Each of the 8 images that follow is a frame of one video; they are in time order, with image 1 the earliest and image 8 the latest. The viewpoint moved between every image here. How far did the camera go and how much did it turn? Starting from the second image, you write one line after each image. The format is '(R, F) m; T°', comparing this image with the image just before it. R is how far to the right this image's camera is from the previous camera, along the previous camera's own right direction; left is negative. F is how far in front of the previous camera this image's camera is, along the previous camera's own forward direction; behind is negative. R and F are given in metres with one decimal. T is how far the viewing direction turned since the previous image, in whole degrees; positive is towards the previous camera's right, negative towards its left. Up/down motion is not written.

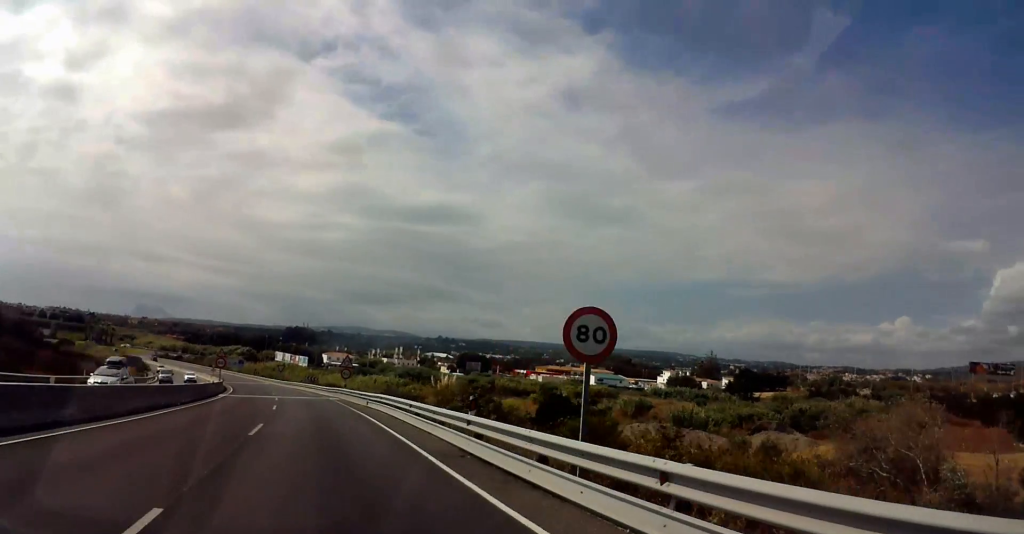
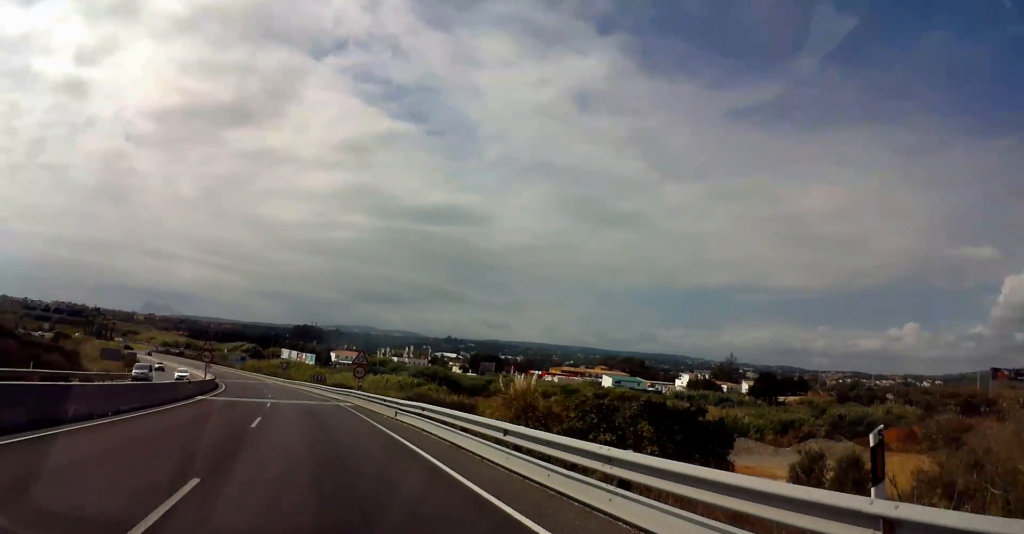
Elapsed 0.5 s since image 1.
(0.0, +10.3) m; -1°
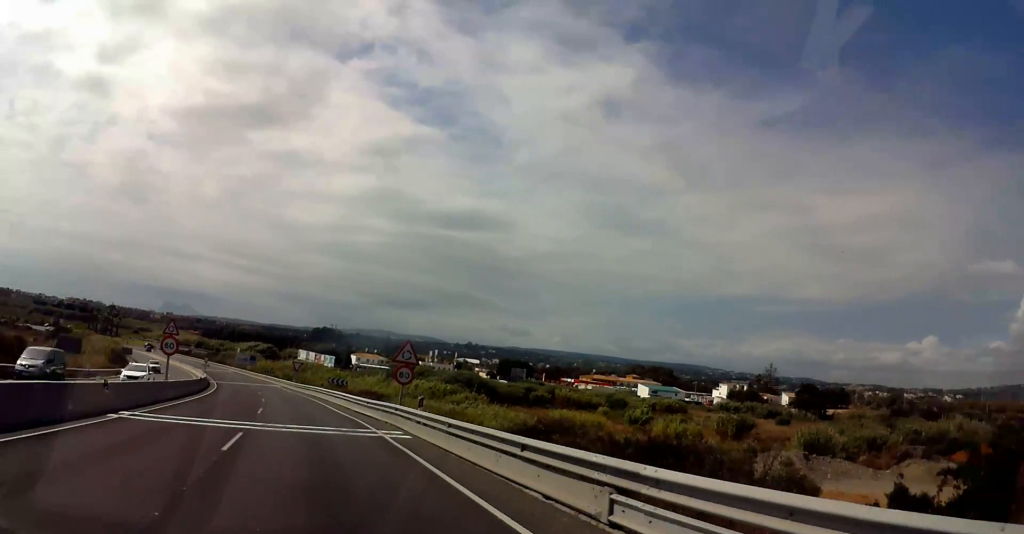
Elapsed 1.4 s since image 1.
(-0.1, +17.2) m; -2°
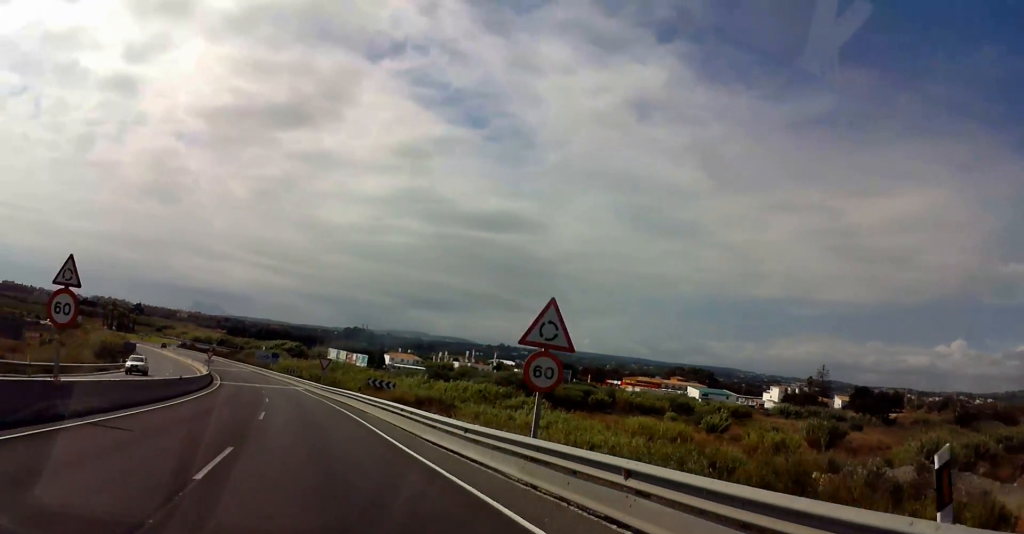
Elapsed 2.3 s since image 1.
(-0.4, +16.8) m; -1°
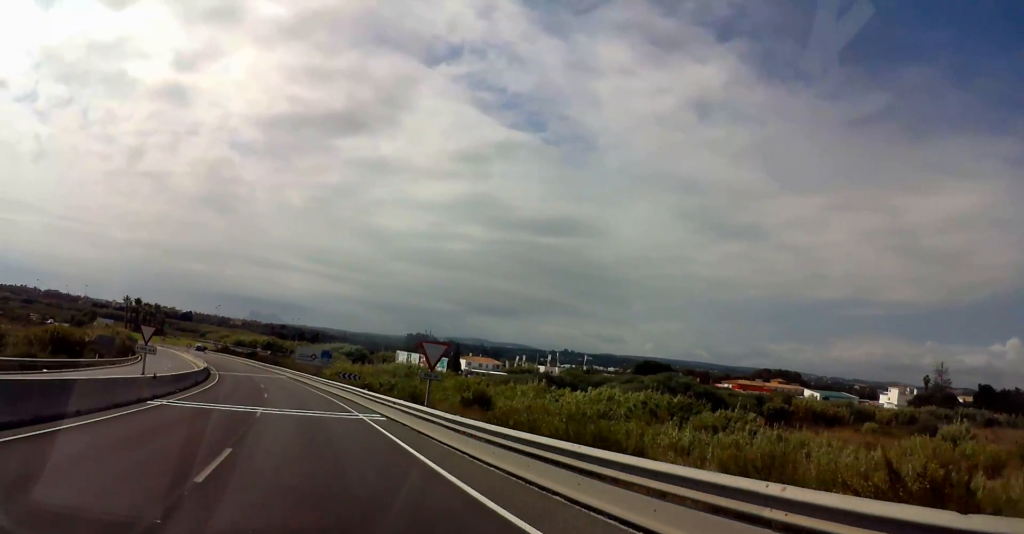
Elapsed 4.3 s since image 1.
(-1.2, +37.6) m; -6°
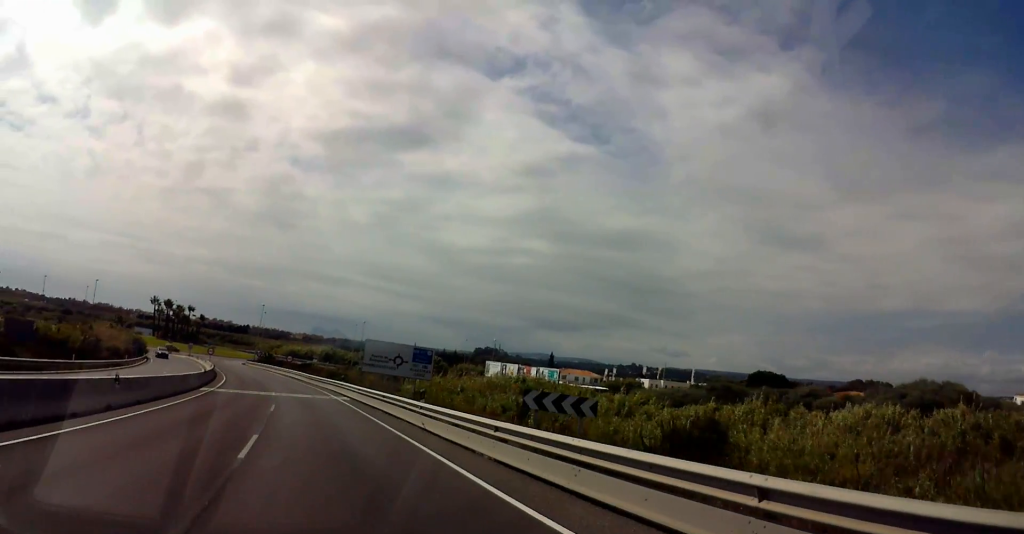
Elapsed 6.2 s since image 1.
(-0.8, +35.1) m; -1°
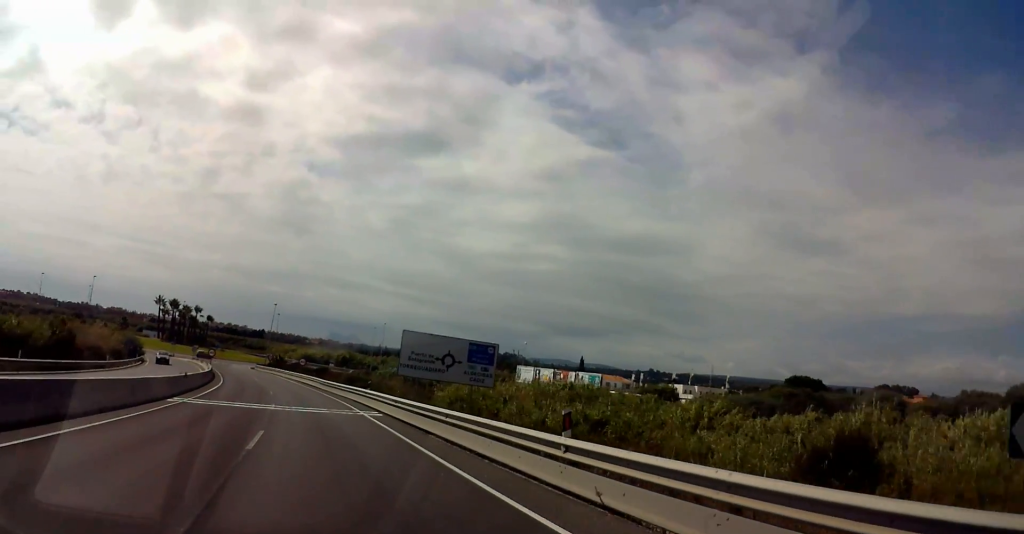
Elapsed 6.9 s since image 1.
(0.0, +11.9) m; -3°
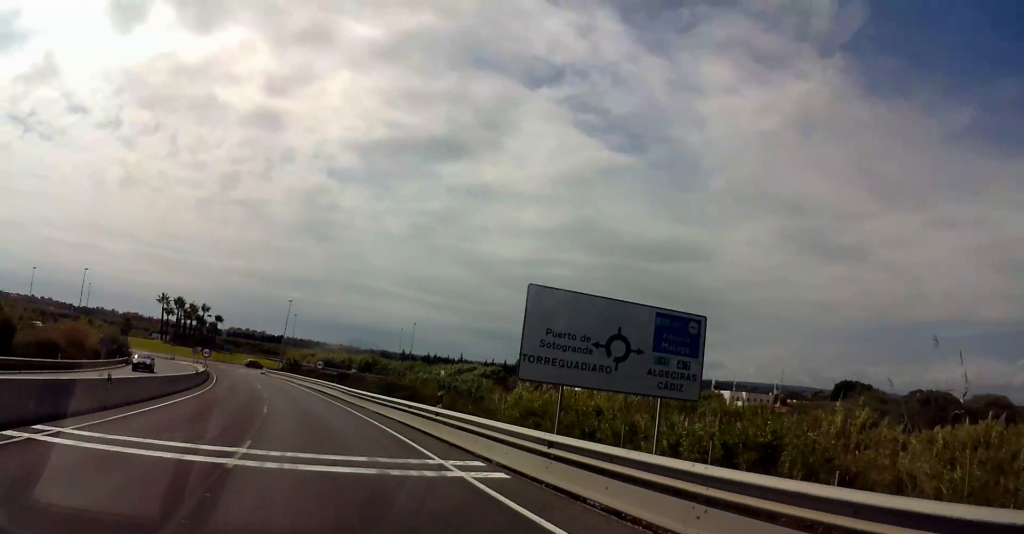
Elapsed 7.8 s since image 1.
(-0.7, +15.6) m; -6°
